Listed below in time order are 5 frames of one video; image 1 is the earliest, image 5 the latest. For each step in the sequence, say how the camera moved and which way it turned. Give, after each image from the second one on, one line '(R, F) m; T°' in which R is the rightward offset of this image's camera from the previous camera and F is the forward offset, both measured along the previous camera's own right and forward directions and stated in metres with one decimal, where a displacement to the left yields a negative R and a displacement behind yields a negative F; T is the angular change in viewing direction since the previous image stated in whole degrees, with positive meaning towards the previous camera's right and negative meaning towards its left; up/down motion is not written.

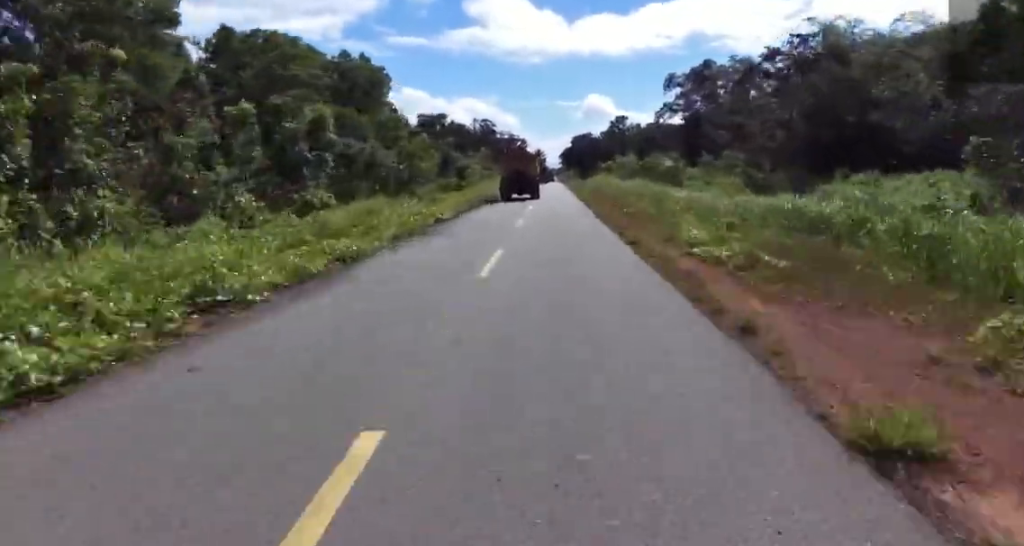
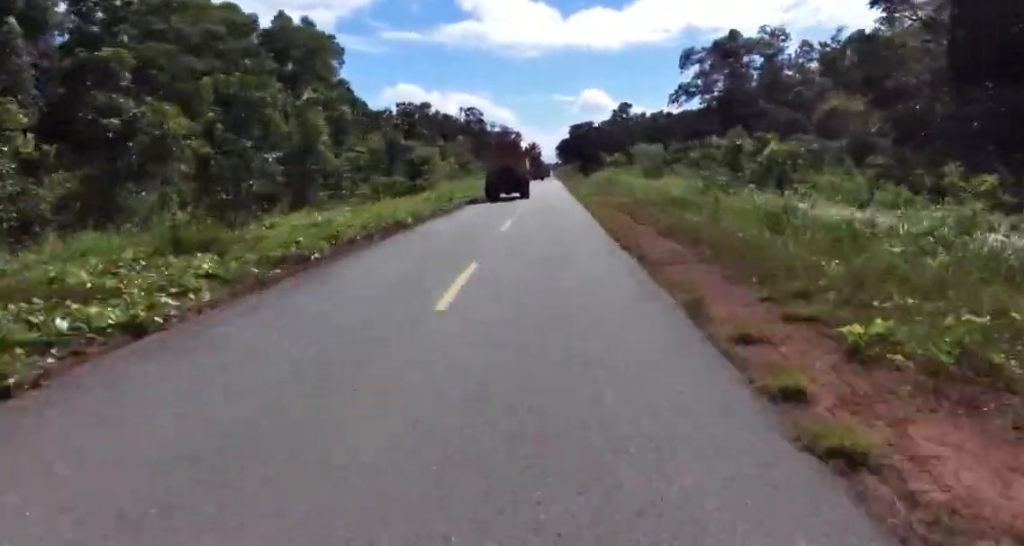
(+0.1, +19.6) m; +2°
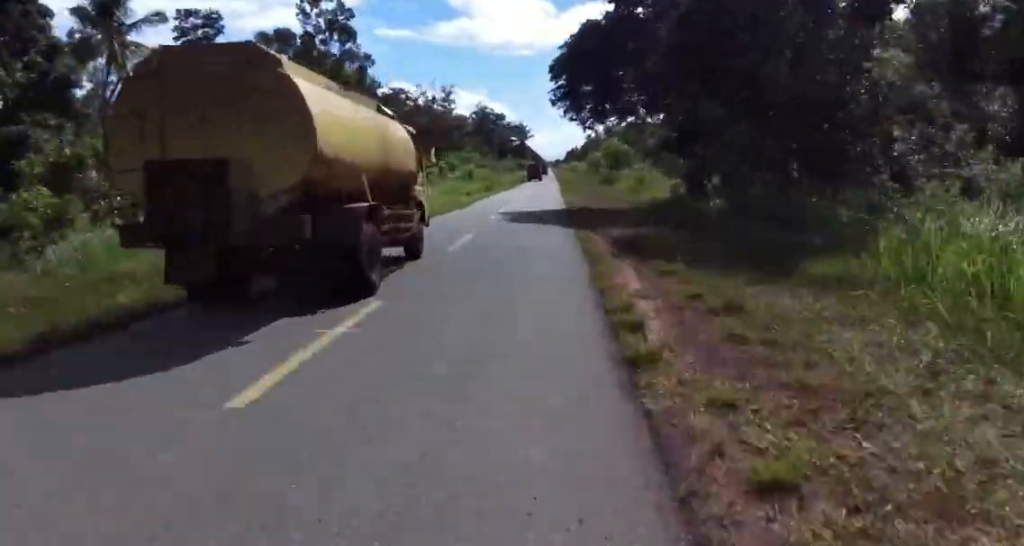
(+0.6, +94.7) m; -1°
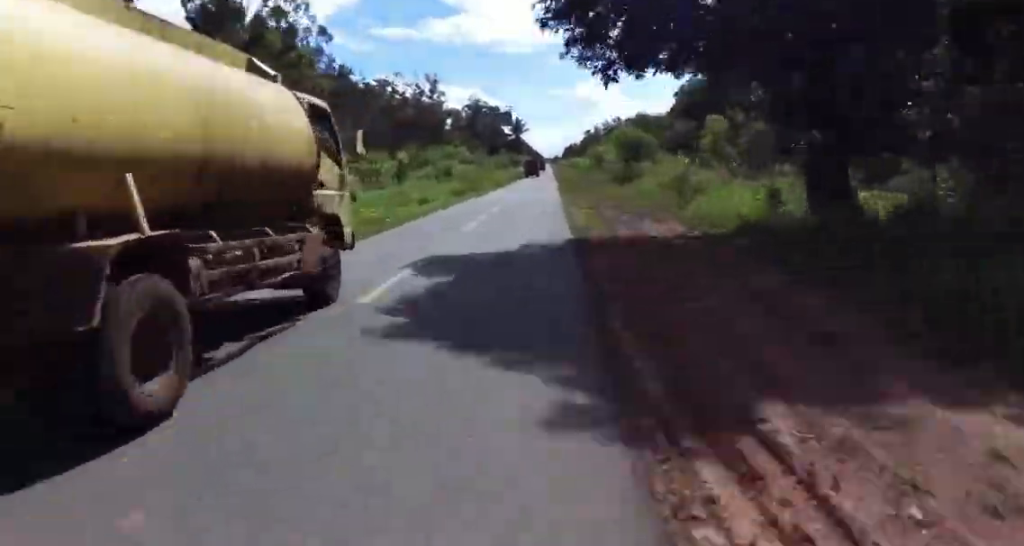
(0.0, +13.2) m; +1°
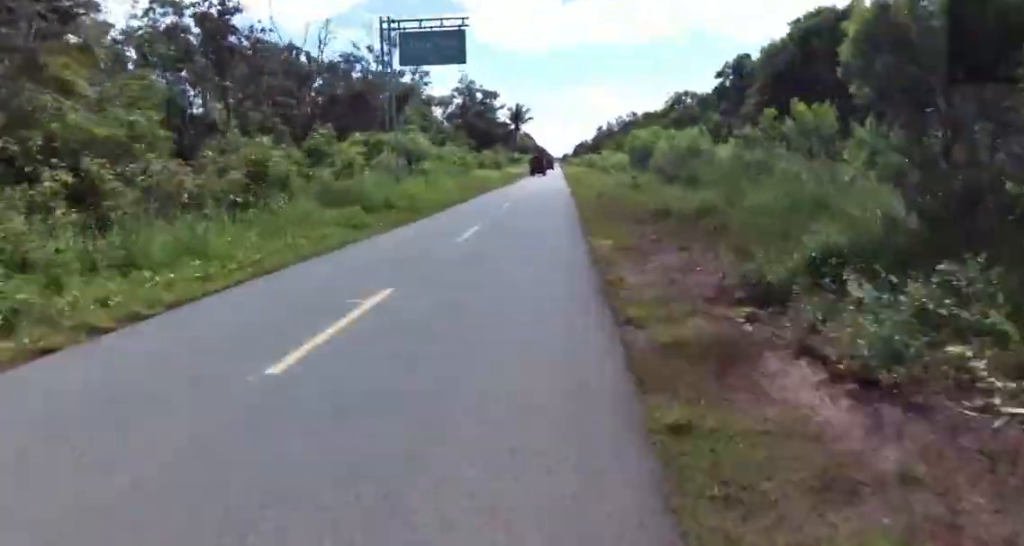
(+0.6, +35.5) m; +2°
